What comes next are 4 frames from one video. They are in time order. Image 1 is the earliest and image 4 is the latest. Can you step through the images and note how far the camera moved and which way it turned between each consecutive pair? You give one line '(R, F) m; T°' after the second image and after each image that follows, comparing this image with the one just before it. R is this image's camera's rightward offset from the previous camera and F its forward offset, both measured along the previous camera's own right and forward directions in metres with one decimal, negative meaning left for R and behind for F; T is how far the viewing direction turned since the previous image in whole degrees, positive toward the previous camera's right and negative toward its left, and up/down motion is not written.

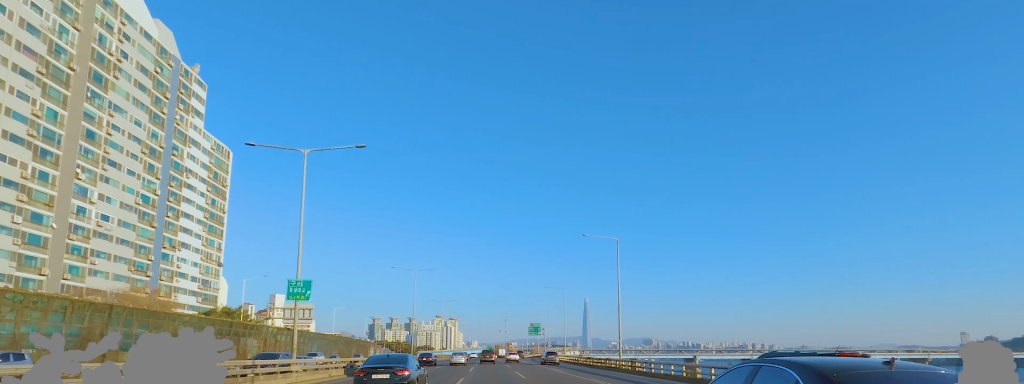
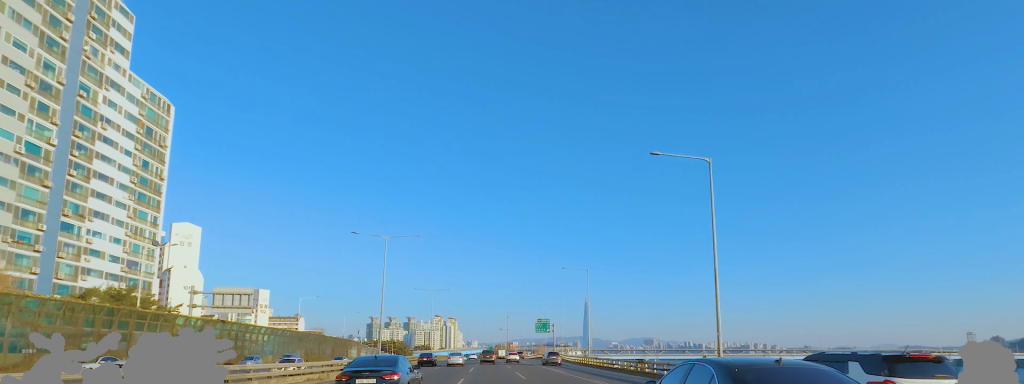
(+1.2, +20.6) m; 0°
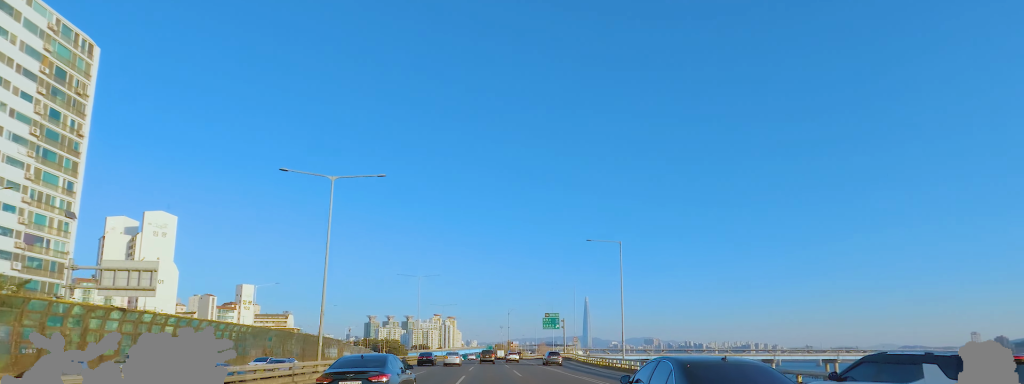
(-1.1, +17.0) m; -2°
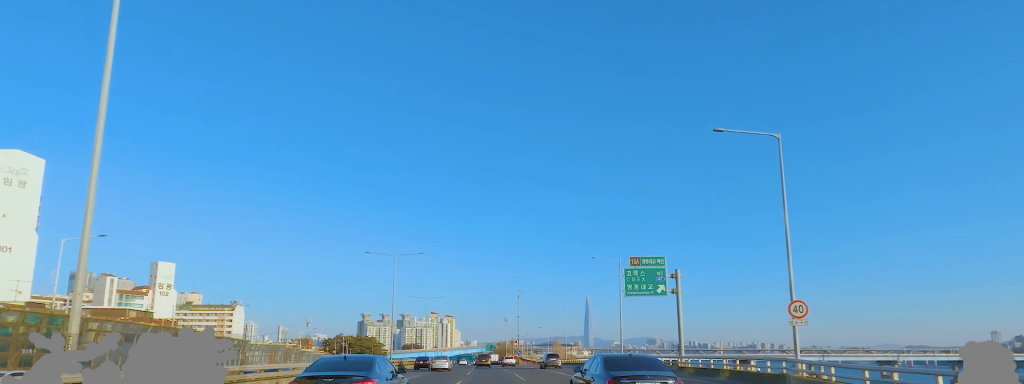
(+1.8, +63.5) m; -2°
